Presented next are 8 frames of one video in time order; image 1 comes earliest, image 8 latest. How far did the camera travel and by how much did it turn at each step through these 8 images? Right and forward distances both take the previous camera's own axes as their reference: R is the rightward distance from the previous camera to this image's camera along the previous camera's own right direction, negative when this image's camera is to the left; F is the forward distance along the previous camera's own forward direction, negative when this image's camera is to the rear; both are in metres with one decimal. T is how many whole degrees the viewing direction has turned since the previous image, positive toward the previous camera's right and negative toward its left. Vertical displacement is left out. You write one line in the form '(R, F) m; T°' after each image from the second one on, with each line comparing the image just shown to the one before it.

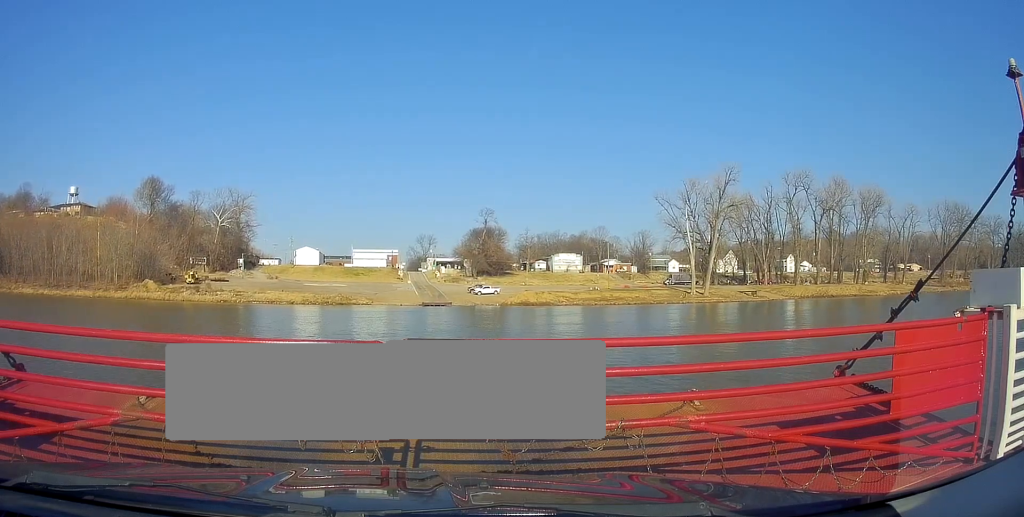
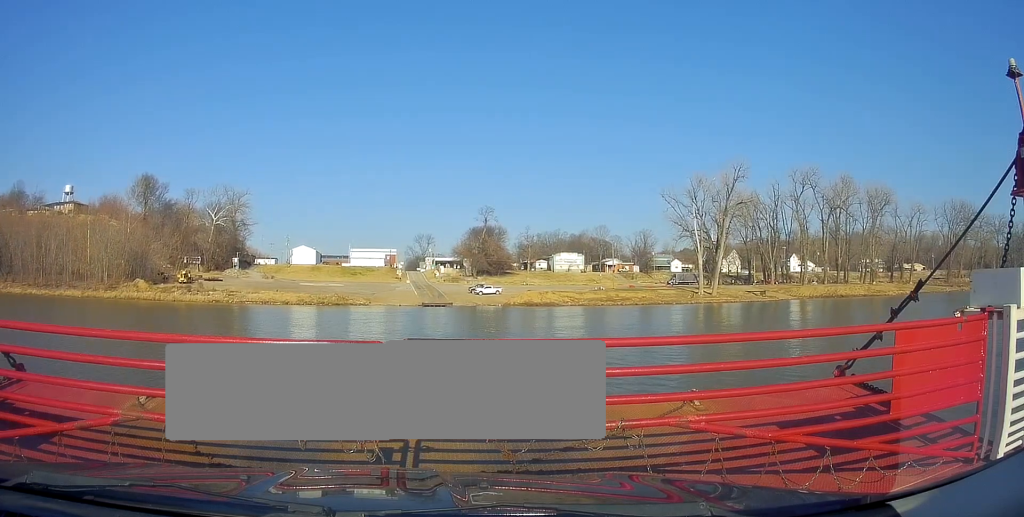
(0.0, +4.2) m; 0°
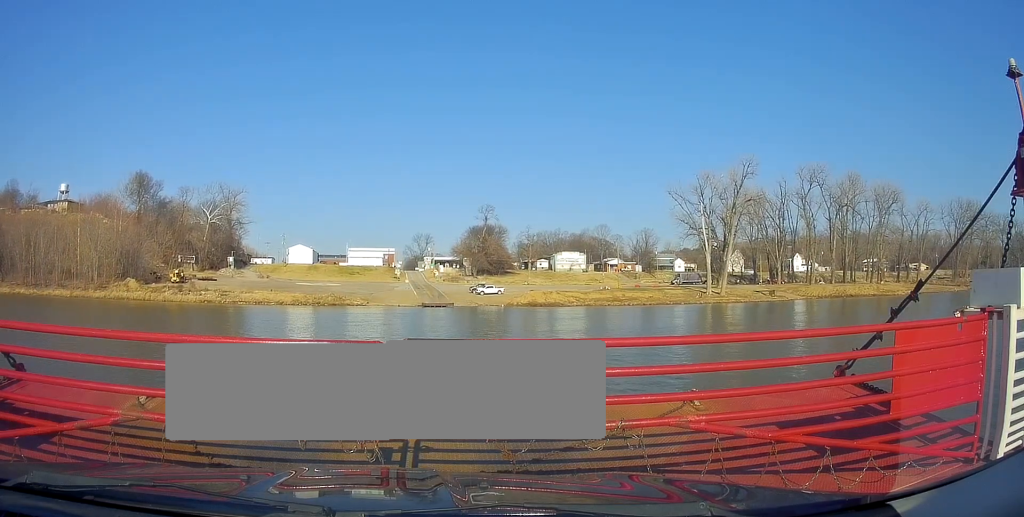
(0.0, +4.0) m; 0°
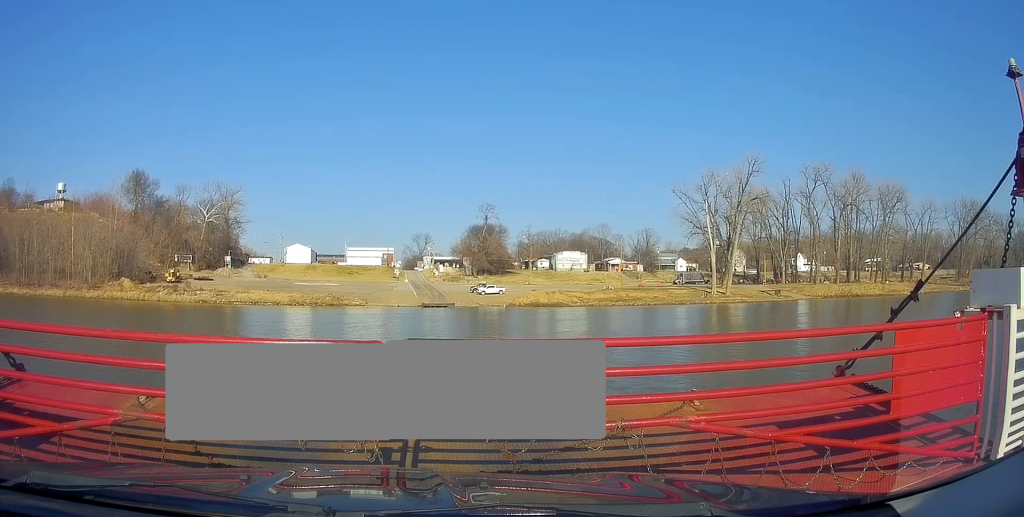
(0.0, +2.3) m; 0°
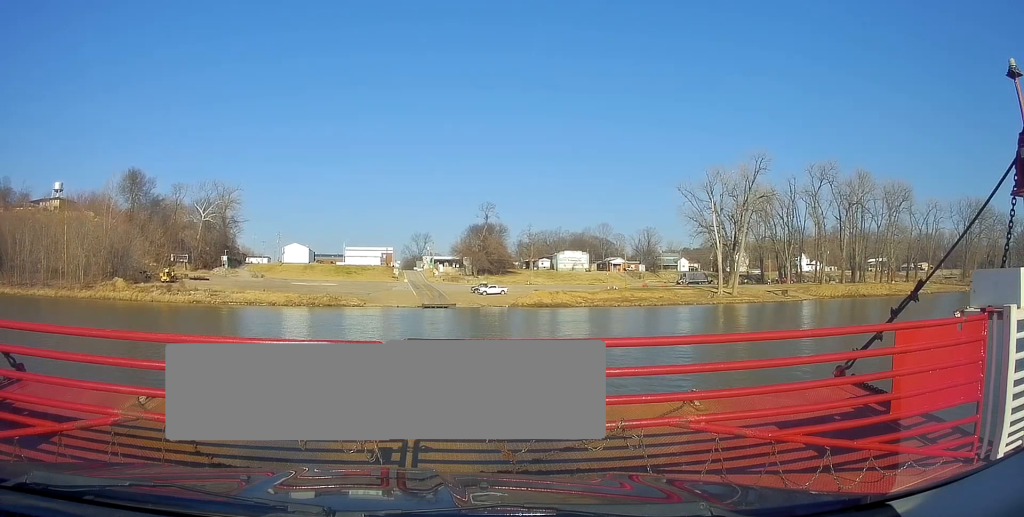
(0.0, +2.8) m; 0°
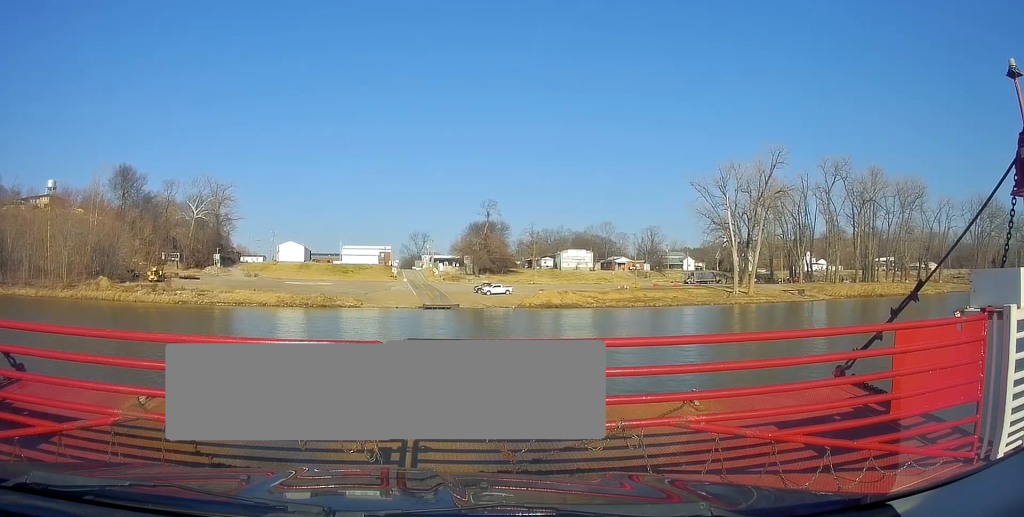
(0.0, +6.3) m; 0°
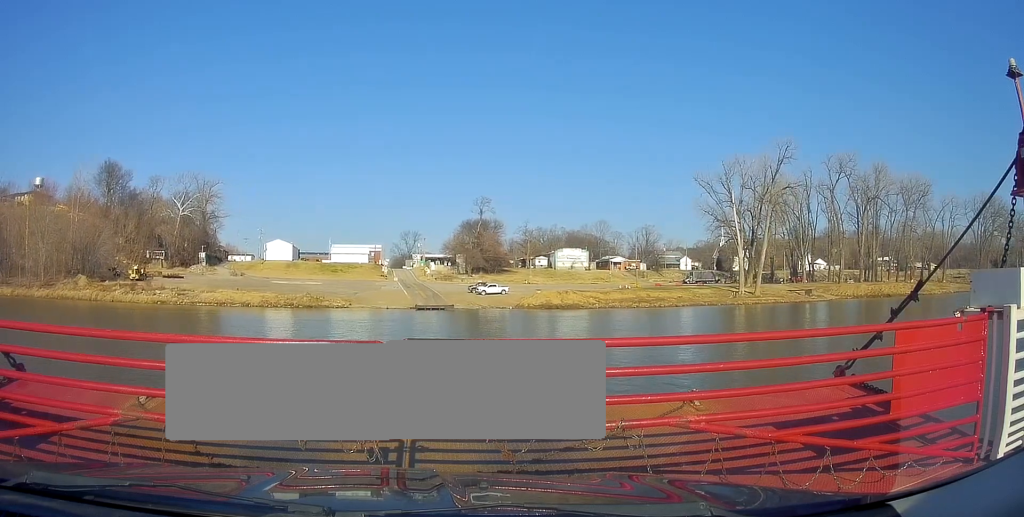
(0.0, +5.4) m; 0°
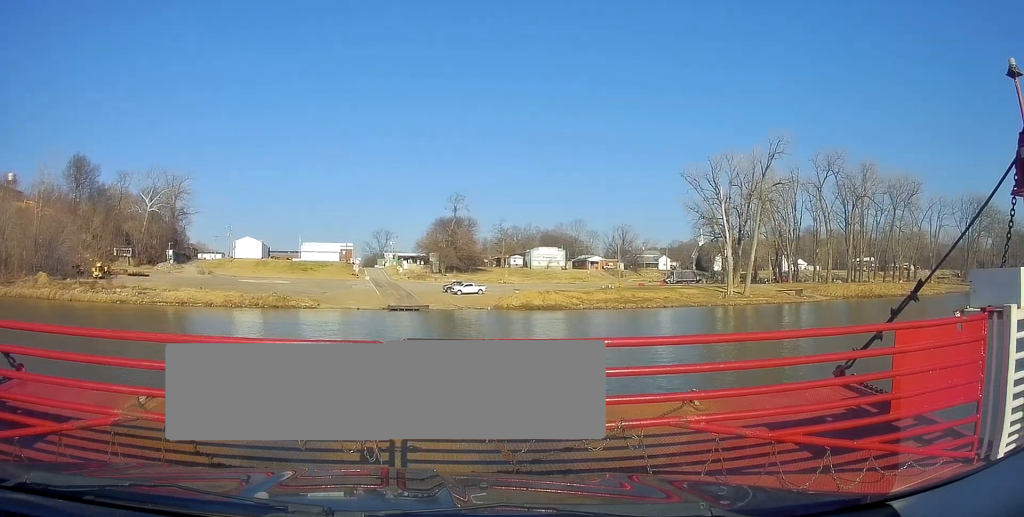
(0.0, +5.7) m; +3°
